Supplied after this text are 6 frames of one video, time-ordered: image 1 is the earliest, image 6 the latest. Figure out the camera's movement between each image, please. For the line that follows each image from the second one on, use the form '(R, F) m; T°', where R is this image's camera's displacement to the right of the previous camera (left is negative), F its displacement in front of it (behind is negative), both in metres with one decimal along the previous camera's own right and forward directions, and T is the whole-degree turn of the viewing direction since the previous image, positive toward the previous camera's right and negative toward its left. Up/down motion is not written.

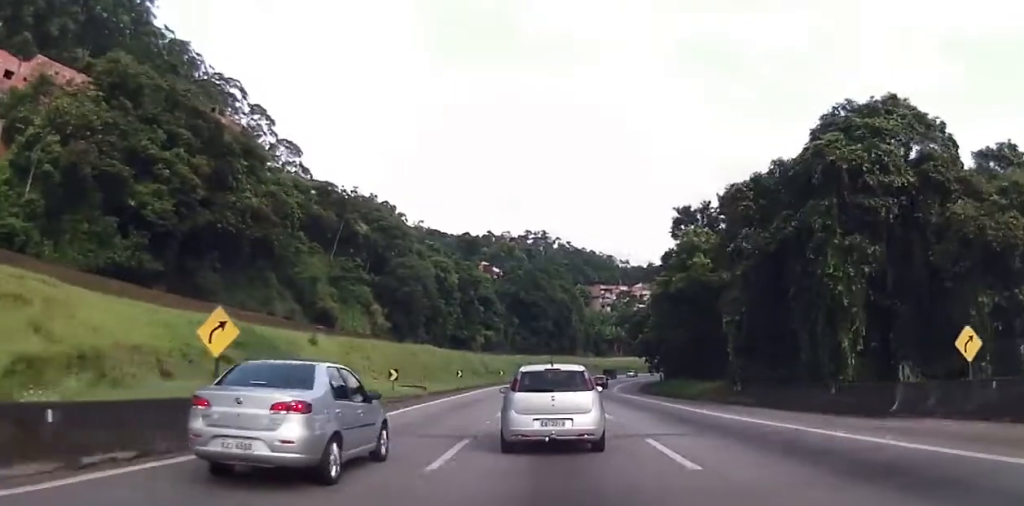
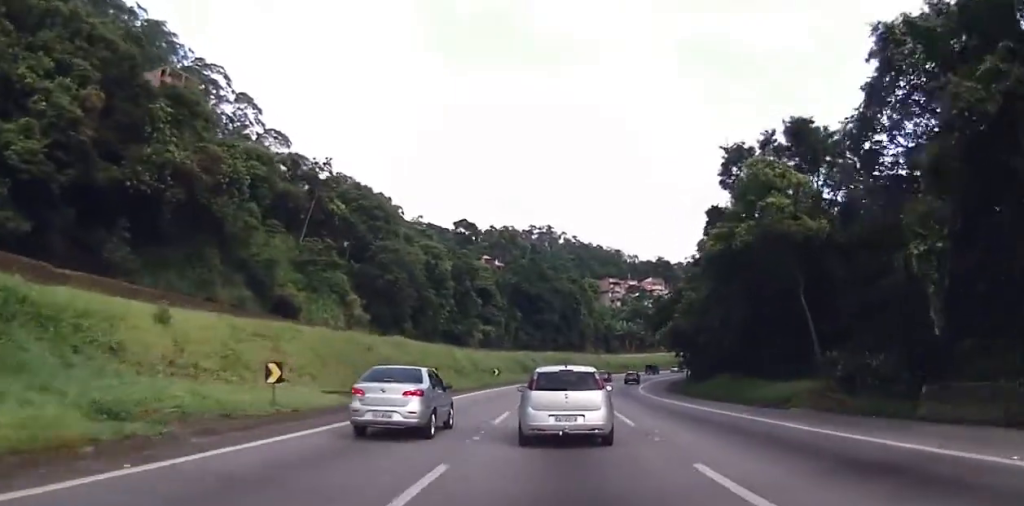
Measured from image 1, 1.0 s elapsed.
(0.0, +16.2) m; +1°
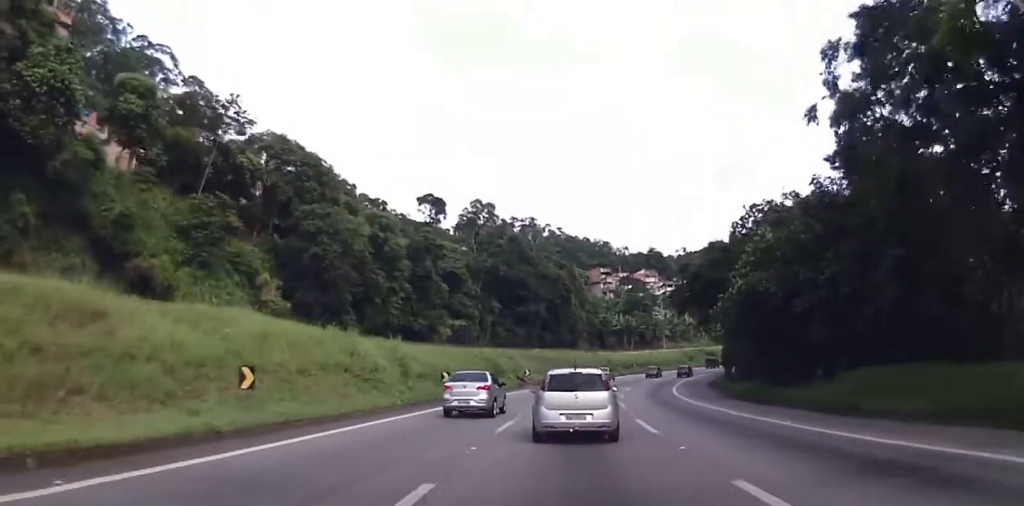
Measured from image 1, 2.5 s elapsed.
(-0.1, +26.3) m; 0°
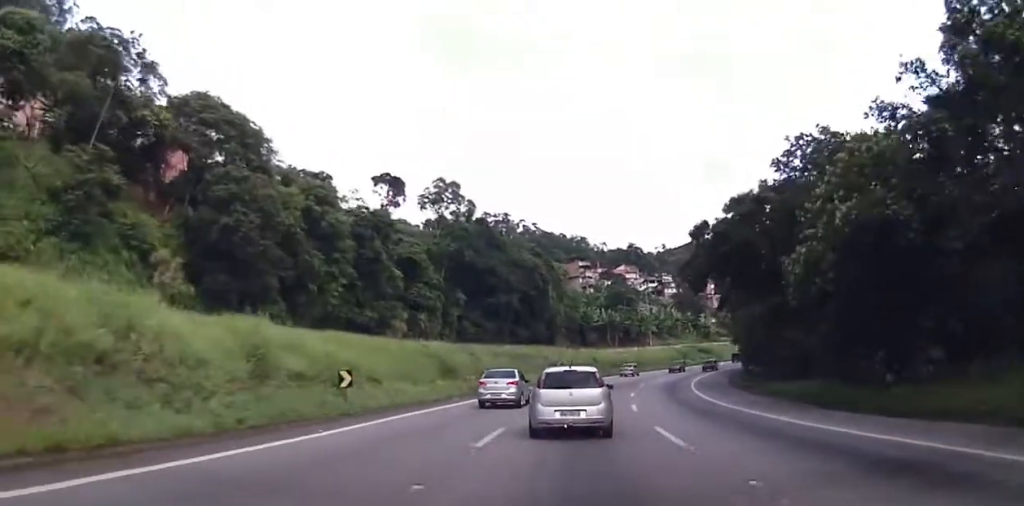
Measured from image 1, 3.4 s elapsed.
(+0.1, +15.8) m; +2°
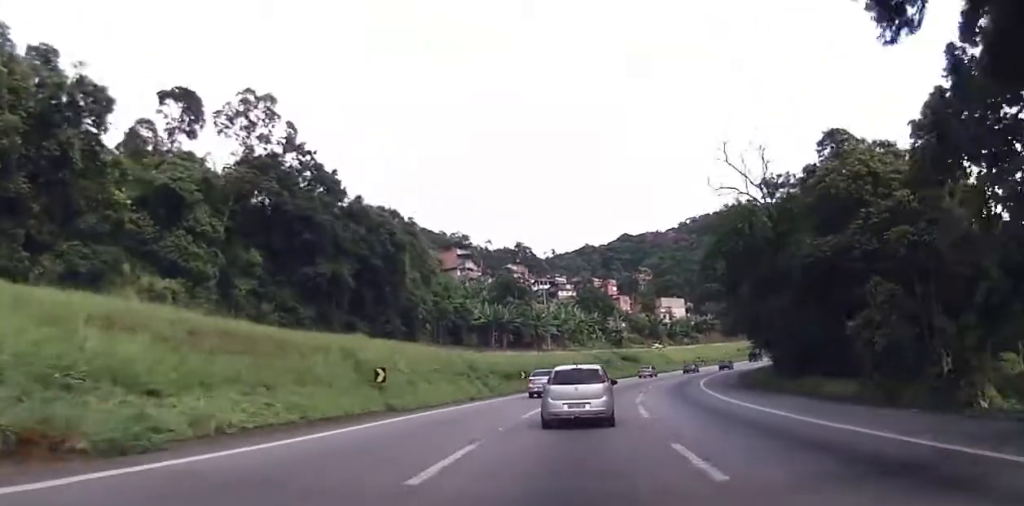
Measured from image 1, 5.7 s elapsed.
(+3.4, +40.6) m; +10°
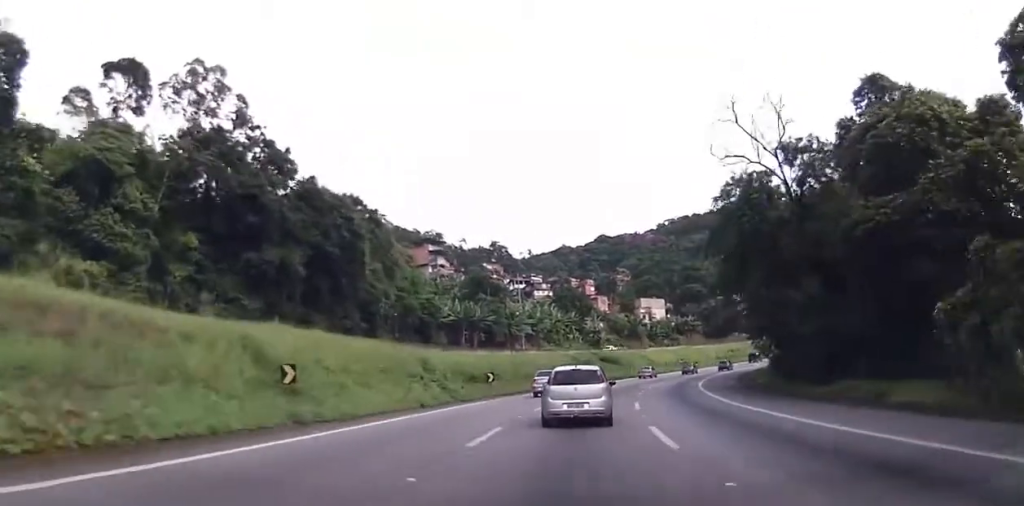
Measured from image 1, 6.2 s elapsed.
(+0.1, +7.7) m; +2°
